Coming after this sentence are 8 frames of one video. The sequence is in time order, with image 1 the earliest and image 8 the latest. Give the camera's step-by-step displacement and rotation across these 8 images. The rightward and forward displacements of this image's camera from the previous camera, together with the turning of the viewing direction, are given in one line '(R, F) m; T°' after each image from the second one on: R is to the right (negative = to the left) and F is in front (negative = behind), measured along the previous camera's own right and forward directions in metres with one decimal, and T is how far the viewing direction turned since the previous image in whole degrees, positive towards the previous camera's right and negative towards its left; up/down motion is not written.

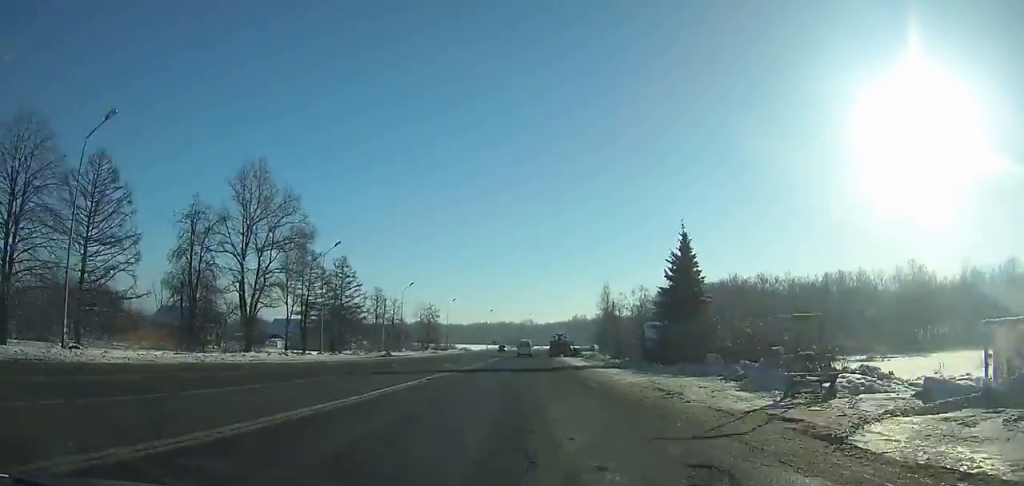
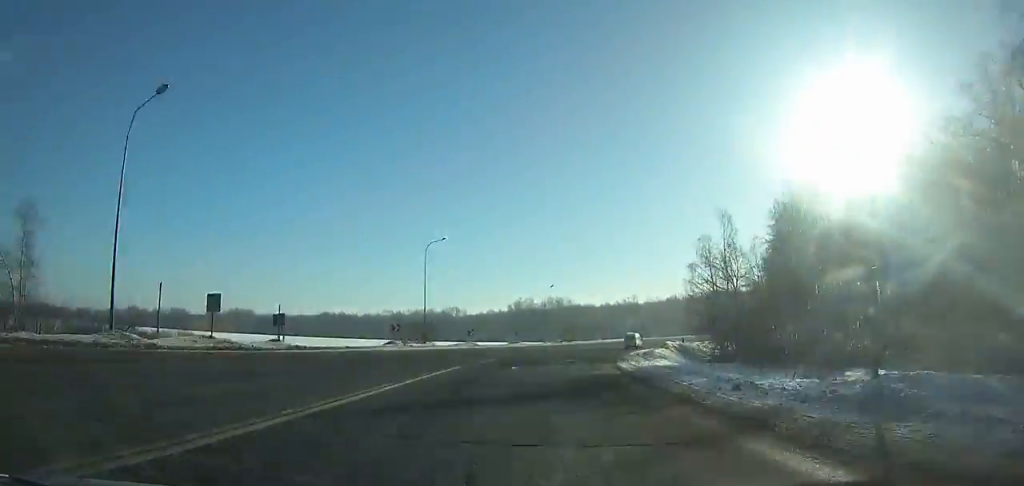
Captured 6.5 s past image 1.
(+7.8, +130.6) m; +13°
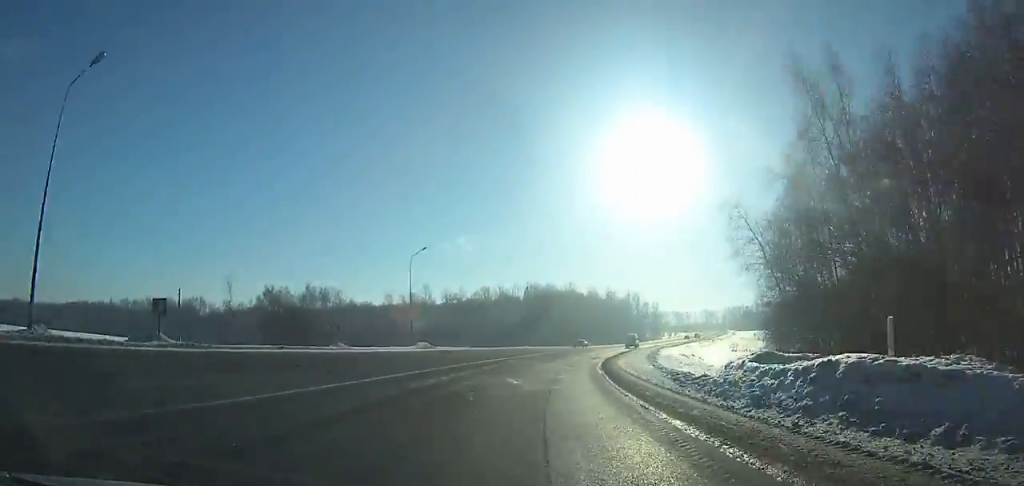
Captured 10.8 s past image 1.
(+12.8, +85.2) m; +18°
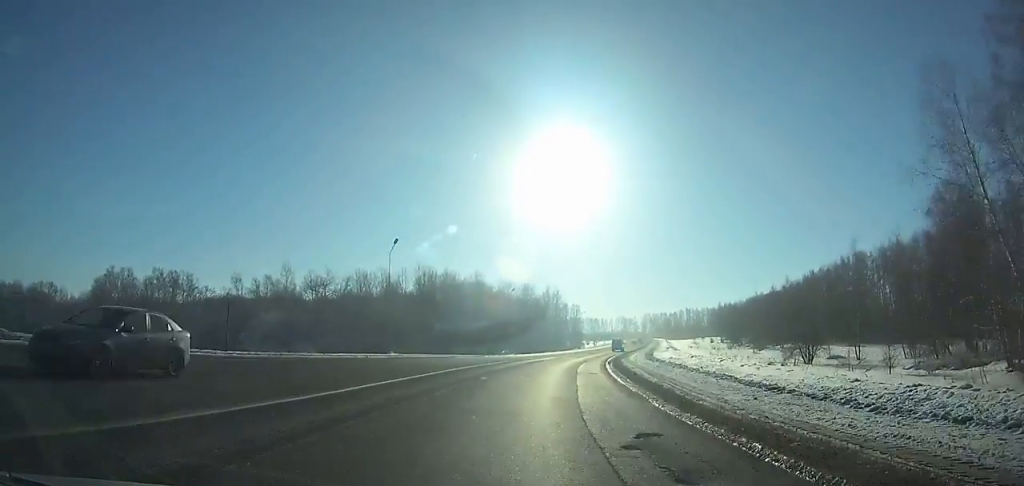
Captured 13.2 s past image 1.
(+4.1, +48.9) m; +9°
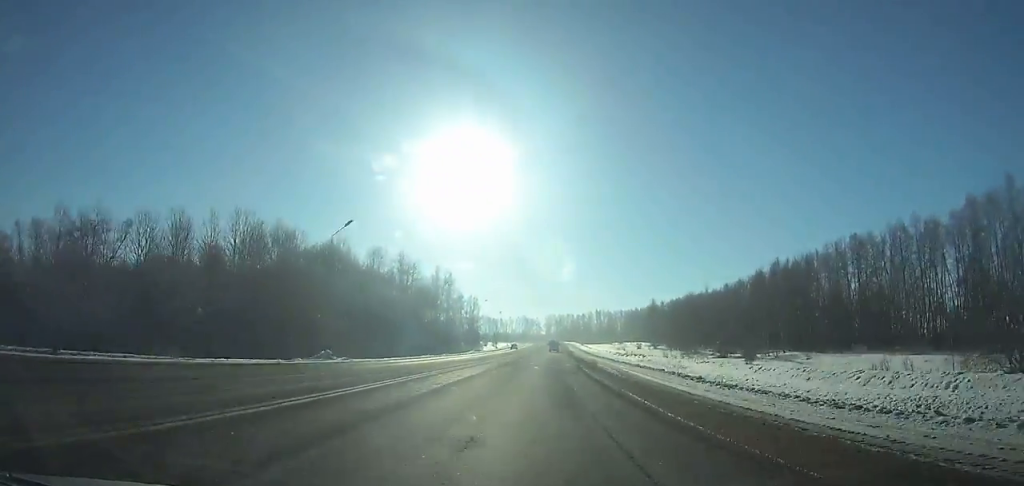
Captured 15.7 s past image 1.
(+4.7, +51.6) m; +6°
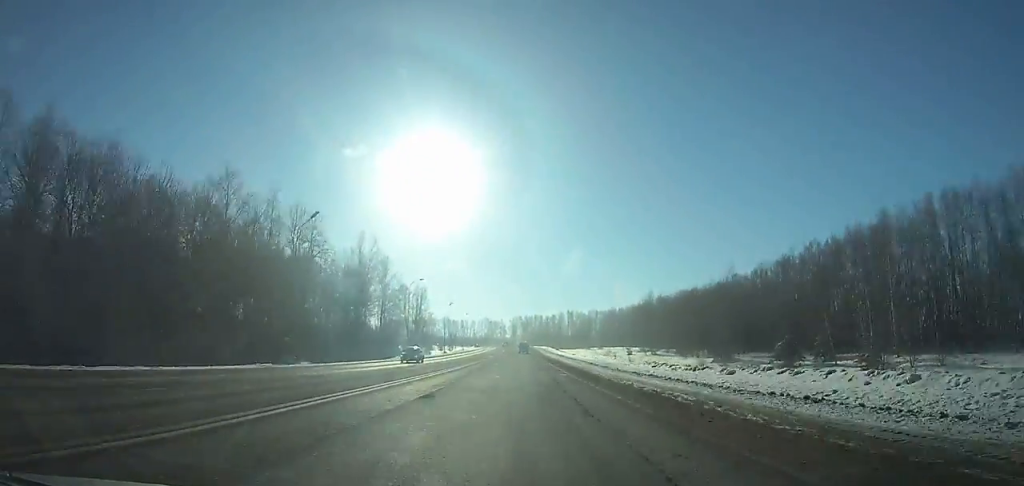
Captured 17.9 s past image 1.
(+1.7, +46.2) m; +2°
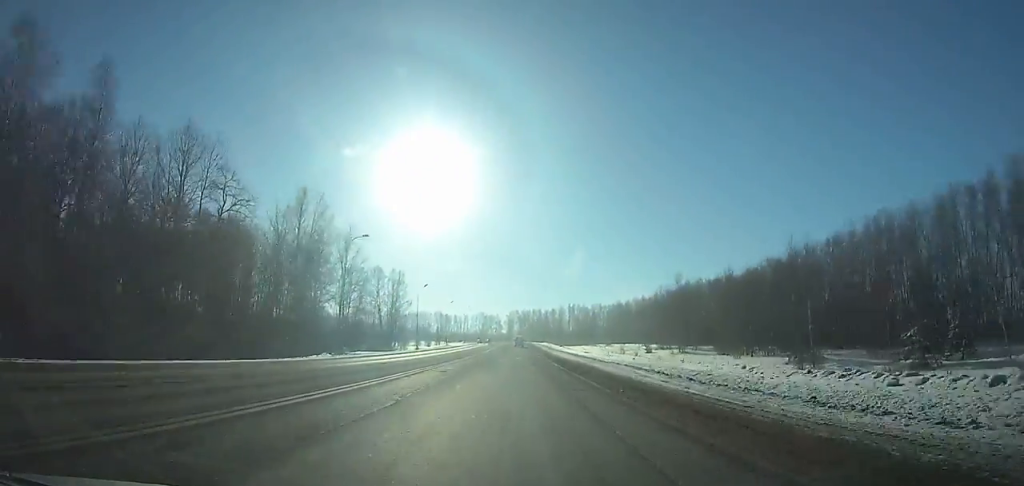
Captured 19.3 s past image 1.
(+0.4, +29.6) m; 0°
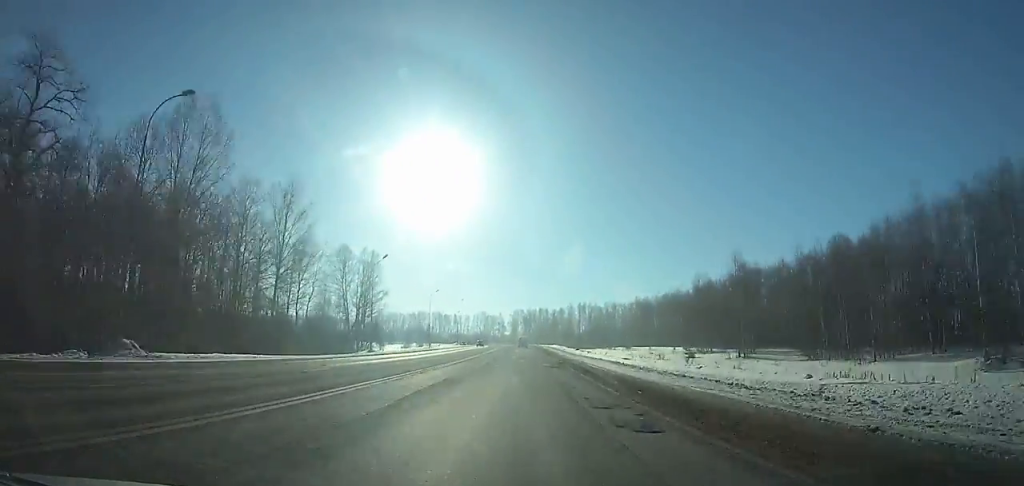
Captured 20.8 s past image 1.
(-0.1, +31.8) m; 0°
